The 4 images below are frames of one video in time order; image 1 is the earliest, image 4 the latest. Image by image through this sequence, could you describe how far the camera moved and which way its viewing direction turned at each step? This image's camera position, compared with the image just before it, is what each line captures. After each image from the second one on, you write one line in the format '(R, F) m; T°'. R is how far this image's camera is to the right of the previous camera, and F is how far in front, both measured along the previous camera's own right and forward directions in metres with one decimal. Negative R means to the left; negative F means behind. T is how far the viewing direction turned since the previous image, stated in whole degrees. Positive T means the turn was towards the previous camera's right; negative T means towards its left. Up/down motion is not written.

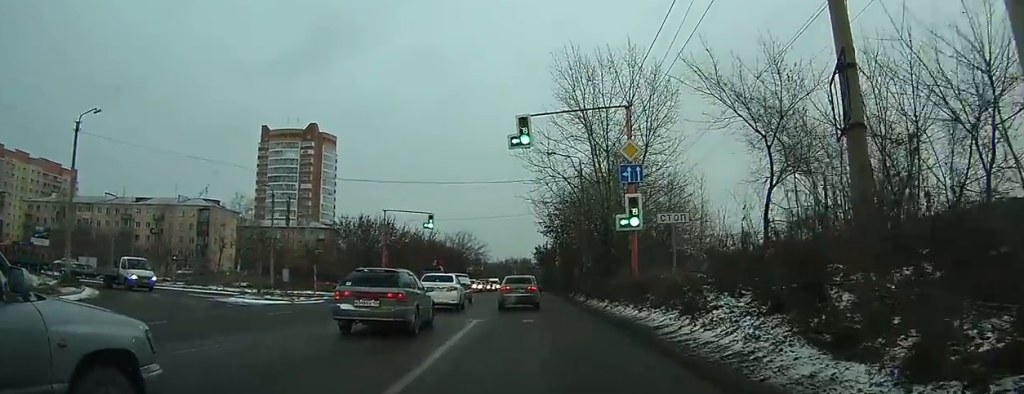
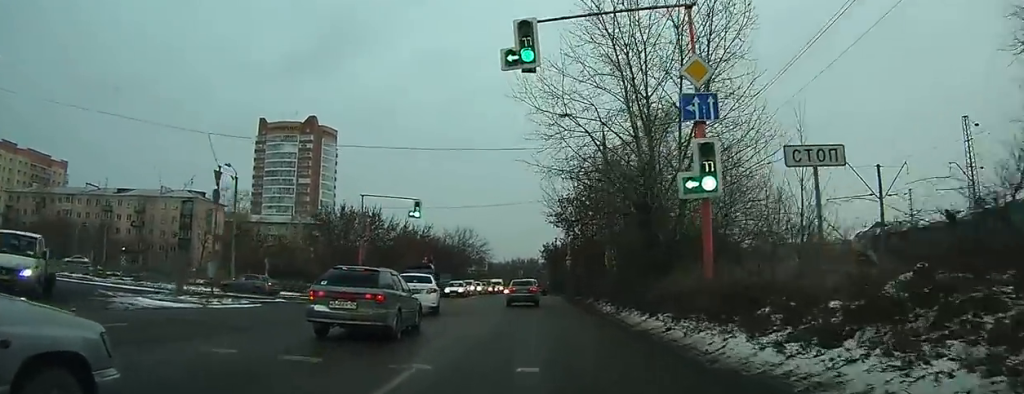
(-0.5, +8.6) m; -6°
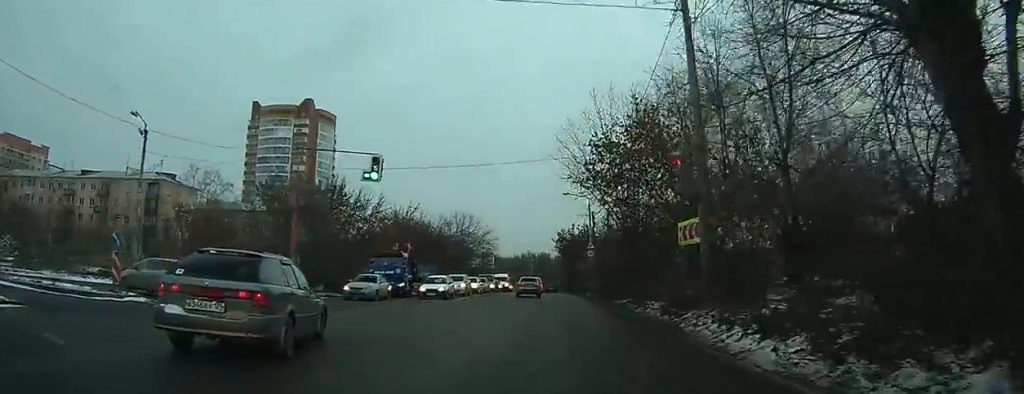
(-0.3, +14.8) m; 0°
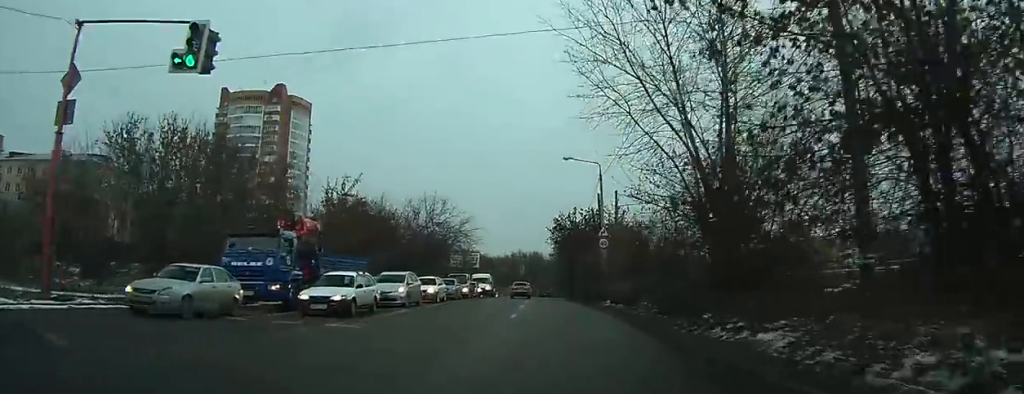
(+0.2, +17.3) m; +1°
